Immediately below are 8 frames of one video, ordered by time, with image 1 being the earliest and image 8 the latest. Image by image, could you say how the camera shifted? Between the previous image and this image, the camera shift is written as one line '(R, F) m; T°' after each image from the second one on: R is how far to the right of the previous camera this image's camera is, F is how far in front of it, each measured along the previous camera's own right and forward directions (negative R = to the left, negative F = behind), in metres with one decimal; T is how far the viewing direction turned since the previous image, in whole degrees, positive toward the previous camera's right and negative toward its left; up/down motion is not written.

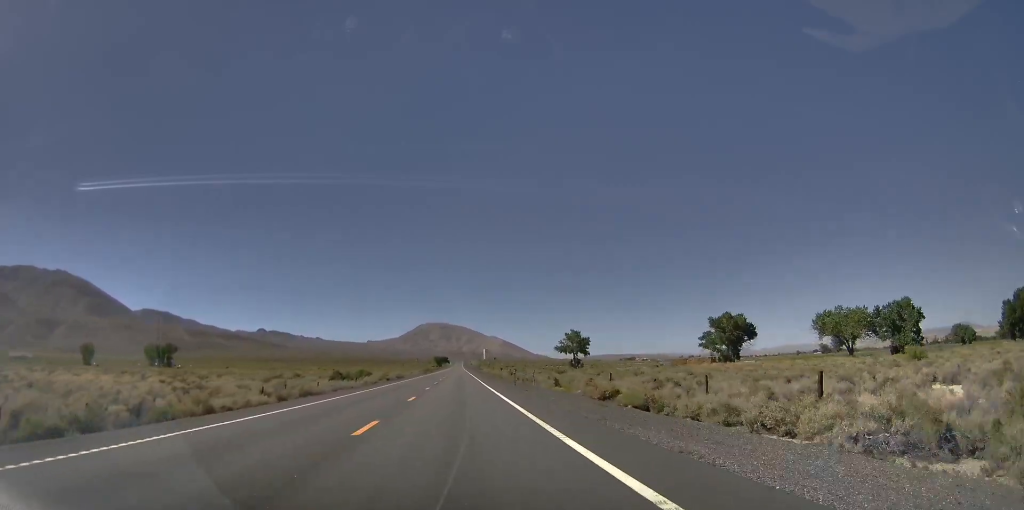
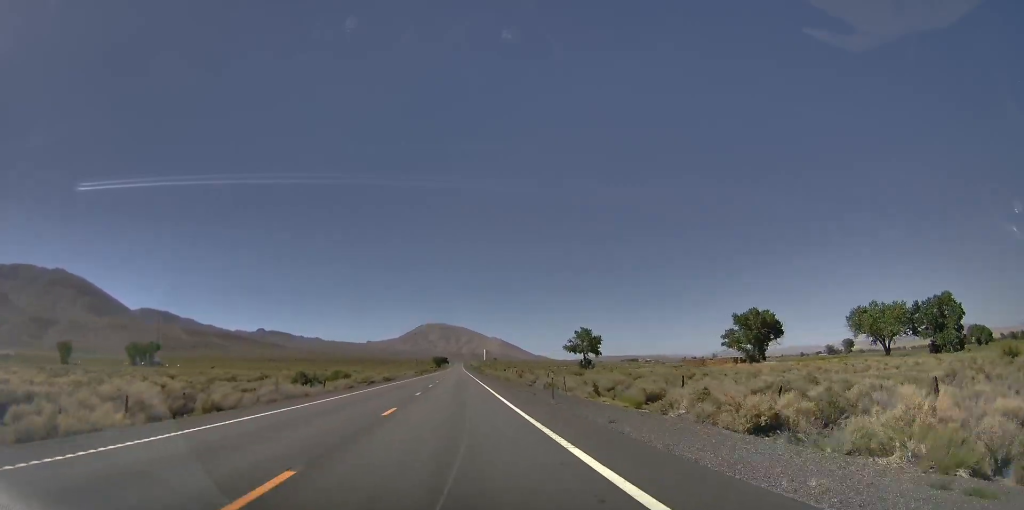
(-0.1, +19.2) m; 0°
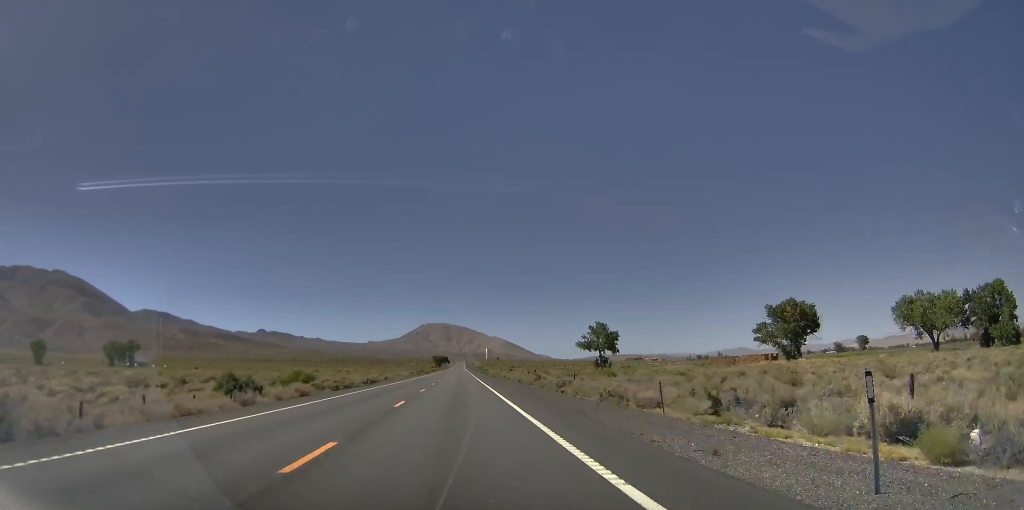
(0.0, +21.5) m; 0°
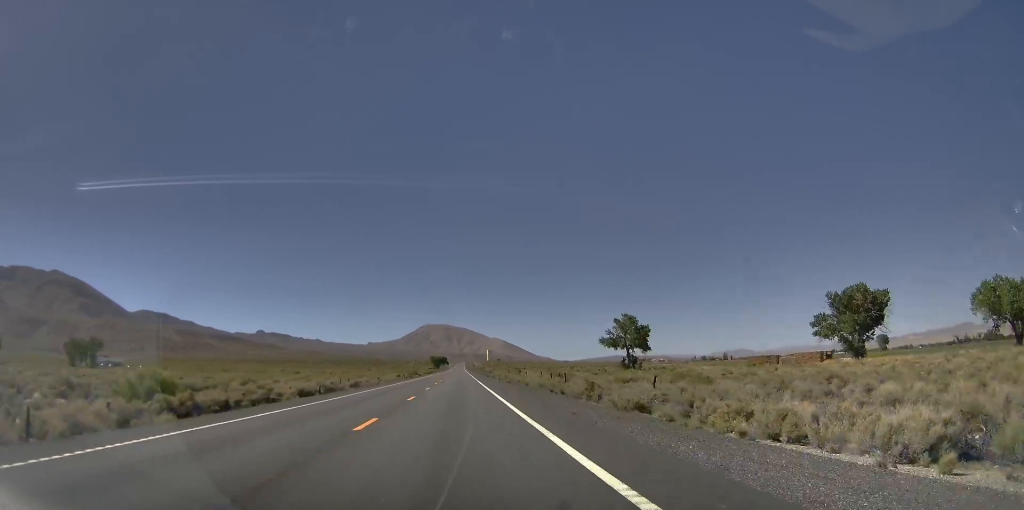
(+0.2, +31.9) m; 0°
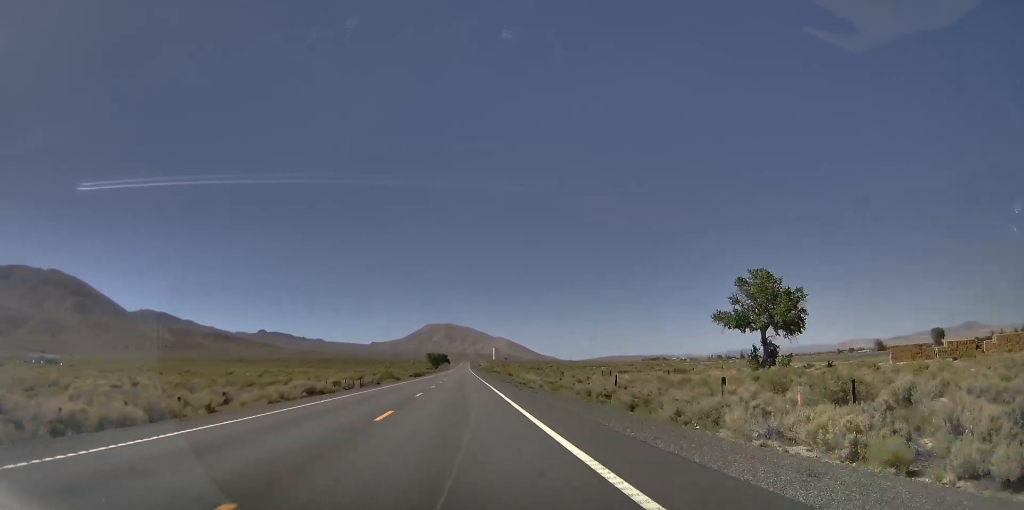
(+0.2, +71.5) m; 0°
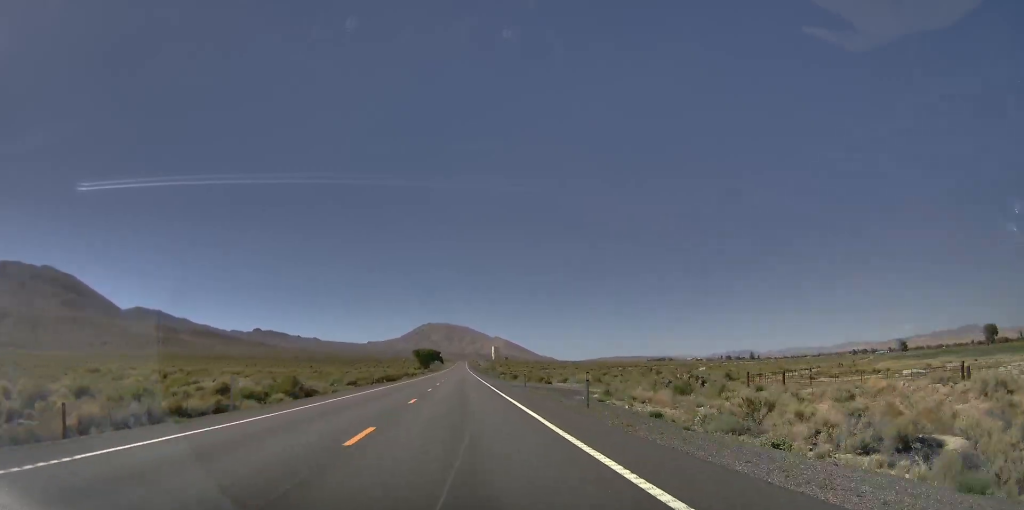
(-0.2, +65.8) m; +1°
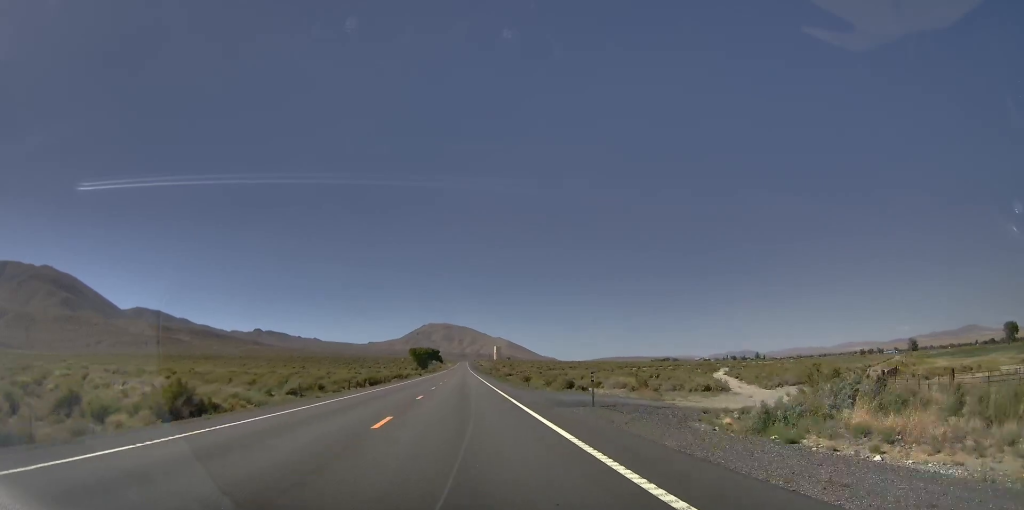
(+0.2, +21.5) m; 0°
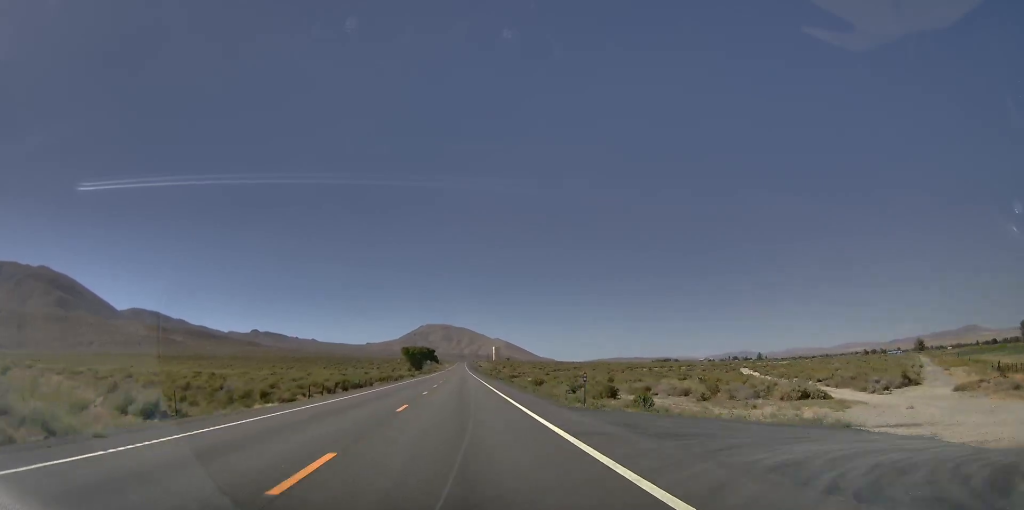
(+0.2, +19.3) m; 0°
